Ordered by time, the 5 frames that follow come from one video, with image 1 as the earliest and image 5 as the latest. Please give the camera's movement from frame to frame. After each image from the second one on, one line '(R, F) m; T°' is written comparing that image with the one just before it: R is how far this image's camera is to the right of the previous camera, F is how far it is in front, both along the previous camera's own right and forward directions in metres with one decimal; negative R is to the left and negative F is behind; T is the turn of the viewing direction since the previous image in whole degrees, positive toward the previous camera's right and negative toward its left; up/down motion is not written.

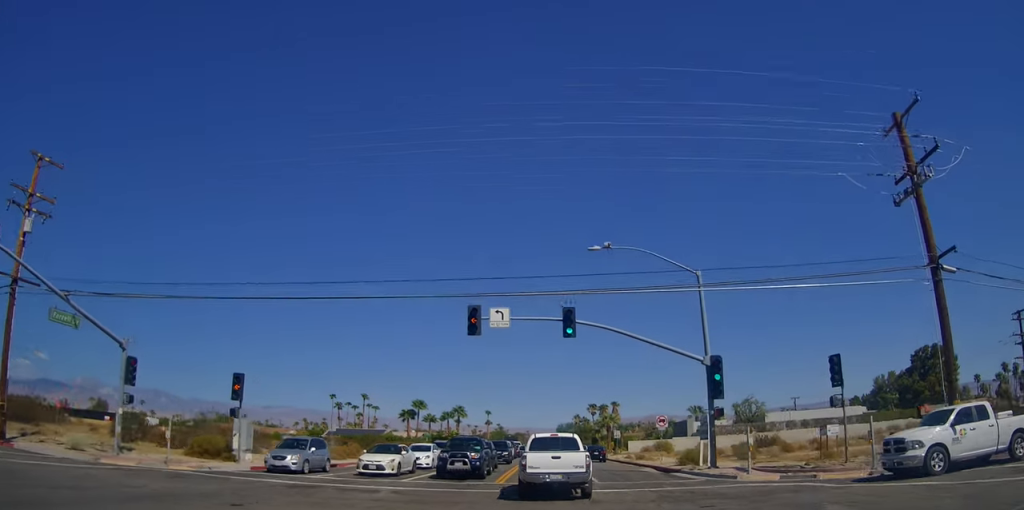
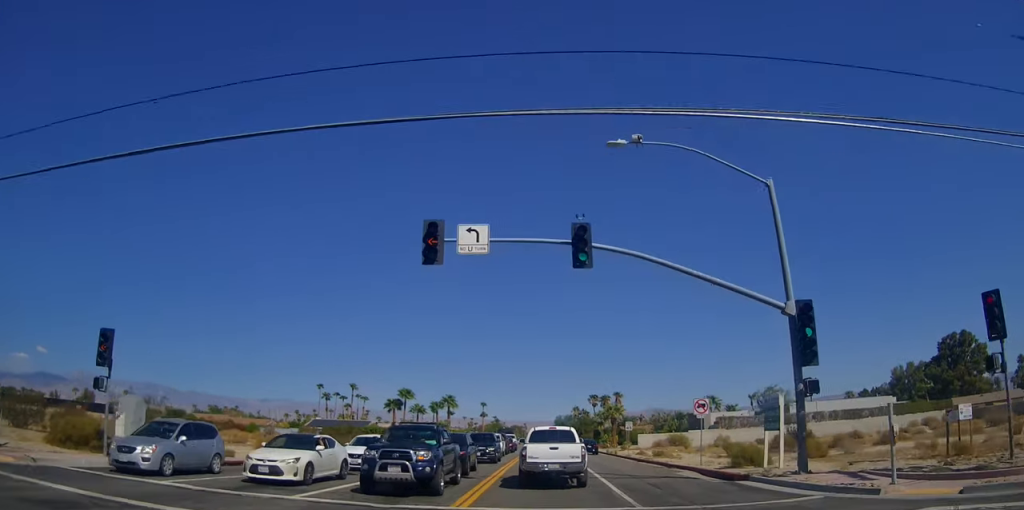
(0.0, +8.8) m; 0°
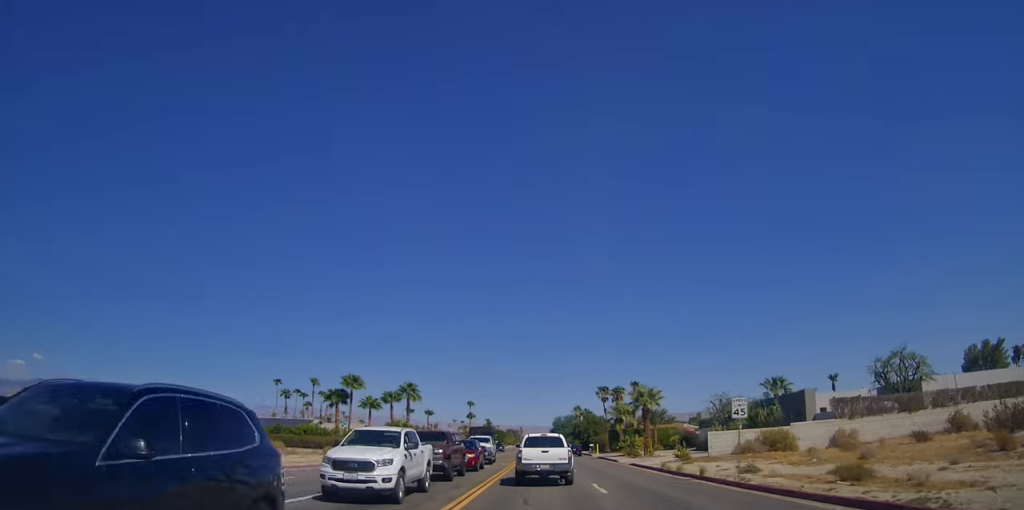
(-0.9, +26.8) m; -2°
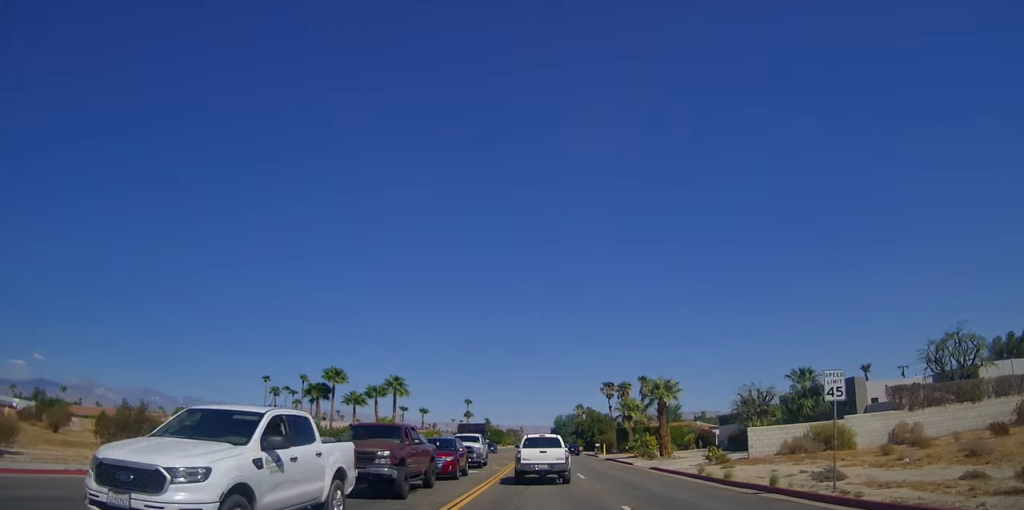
(+0.2, +6.8) m; +1°
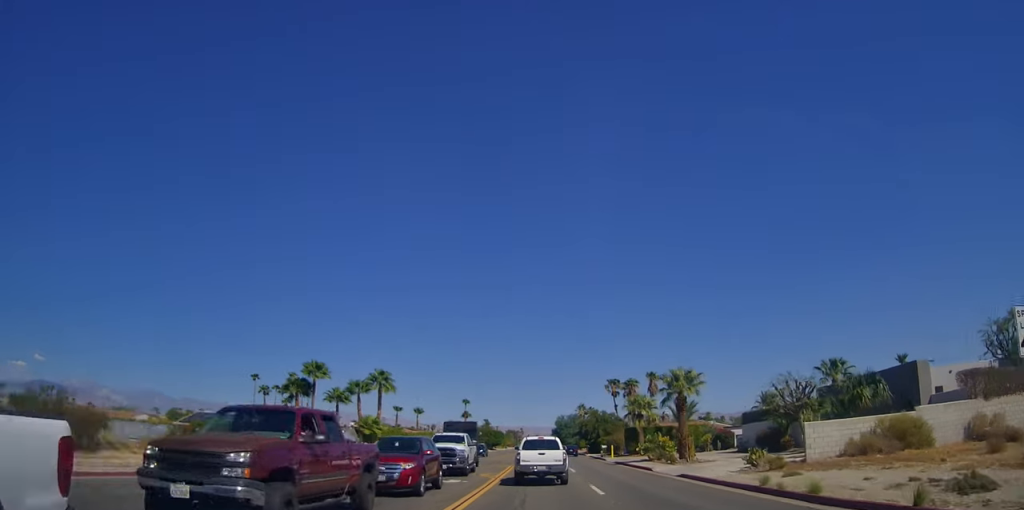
(+0.1, +6.3) m; 0°
